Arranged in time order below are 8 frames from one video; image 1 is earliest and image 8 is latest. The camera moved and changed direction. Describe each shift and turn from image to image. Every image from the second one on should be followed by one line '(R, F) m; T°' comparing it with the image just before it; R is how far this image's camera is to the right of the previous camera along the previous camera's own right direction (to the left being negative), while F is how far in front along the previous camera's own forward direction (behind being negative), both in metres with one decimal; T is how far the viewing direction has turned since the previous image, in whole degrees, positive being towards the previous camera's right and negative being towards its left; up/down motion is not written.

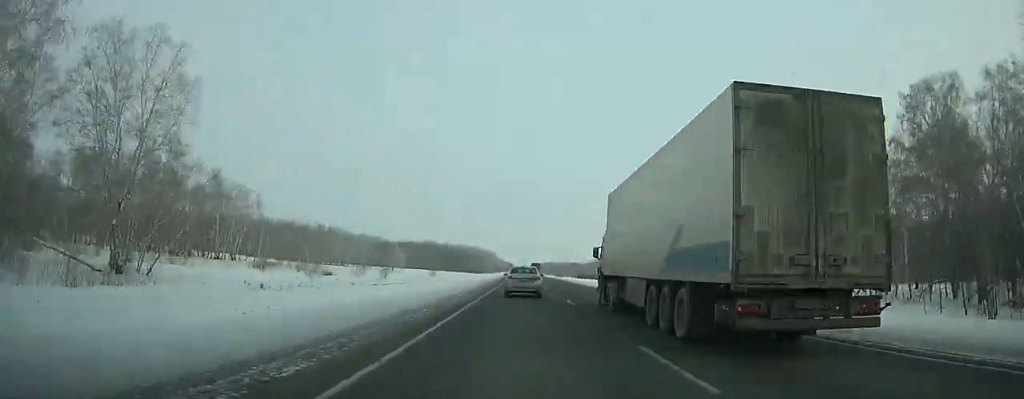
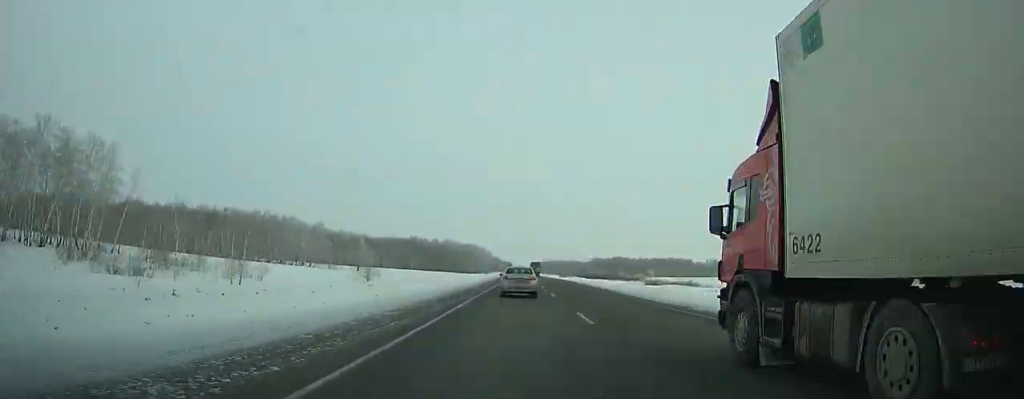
(0.0, +55.4) m; 0°
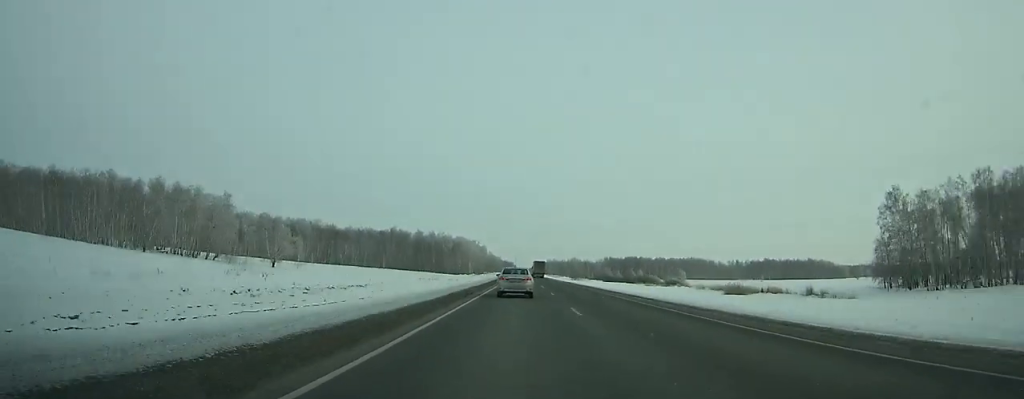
(-0.1, +77.0) m; 0°
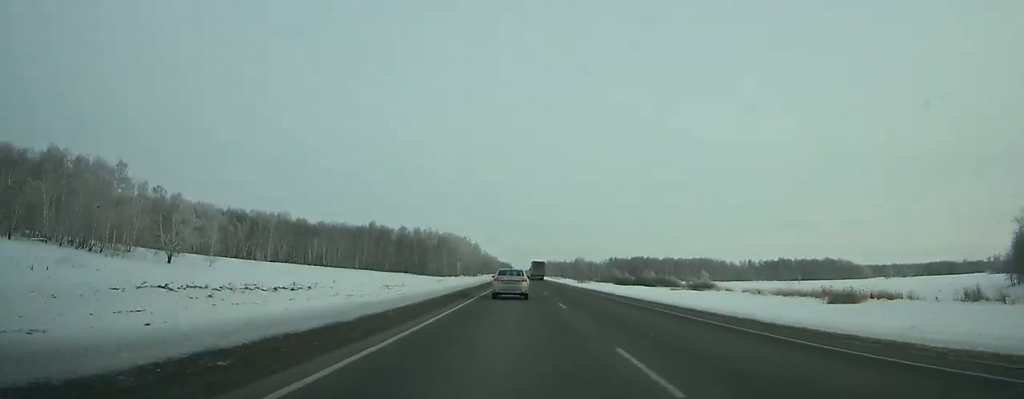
(0.0, +43.7) m; 0°
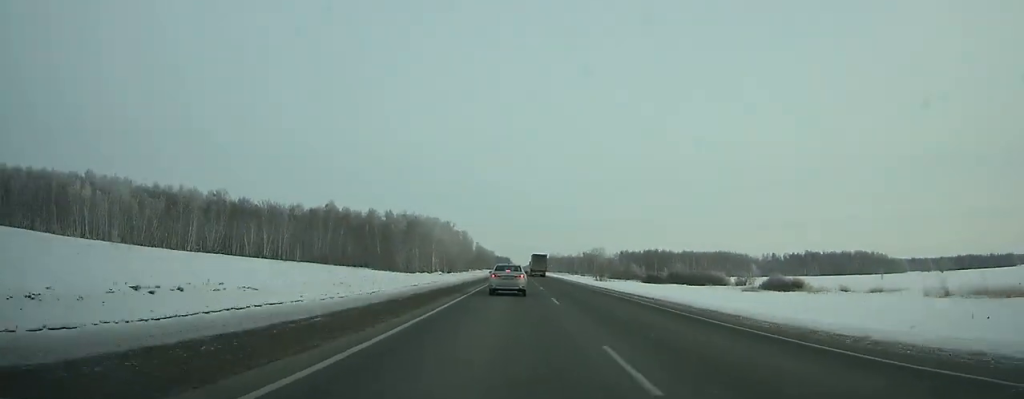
(+0.1, +61.1) m; 0°
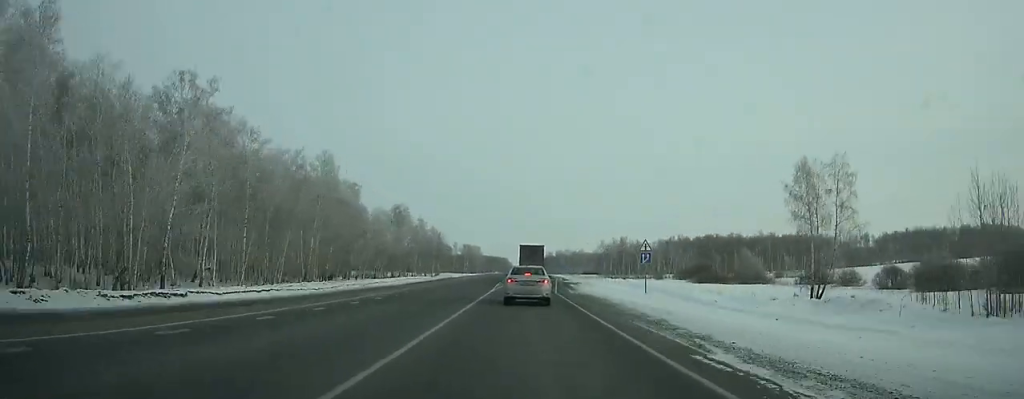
(+0.9, +163.8) m; 0°
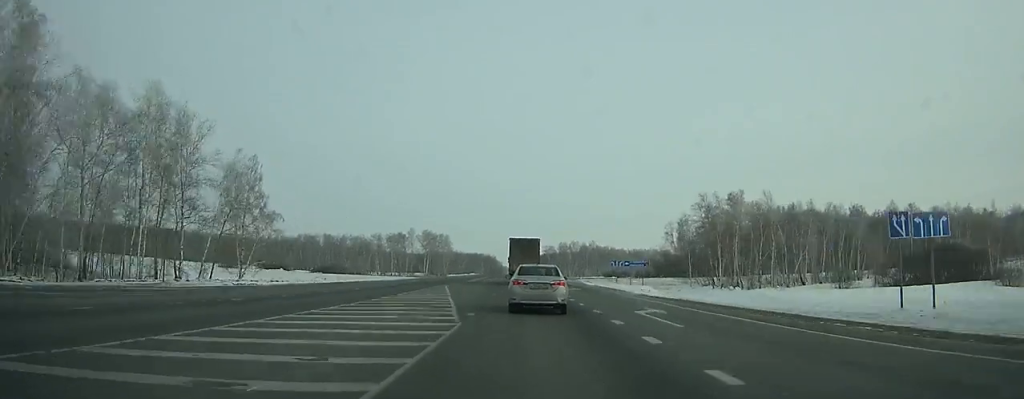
(-0.5, +134.7) m; 0°
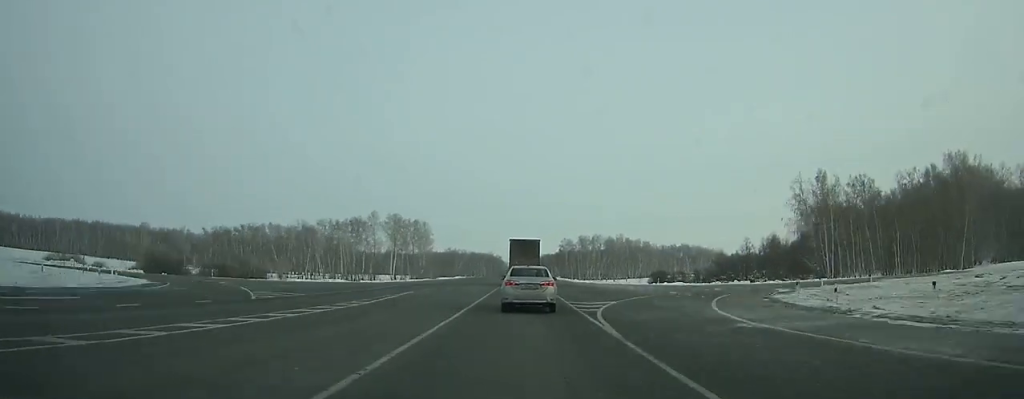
(0.0, +81.6) m; 0°
